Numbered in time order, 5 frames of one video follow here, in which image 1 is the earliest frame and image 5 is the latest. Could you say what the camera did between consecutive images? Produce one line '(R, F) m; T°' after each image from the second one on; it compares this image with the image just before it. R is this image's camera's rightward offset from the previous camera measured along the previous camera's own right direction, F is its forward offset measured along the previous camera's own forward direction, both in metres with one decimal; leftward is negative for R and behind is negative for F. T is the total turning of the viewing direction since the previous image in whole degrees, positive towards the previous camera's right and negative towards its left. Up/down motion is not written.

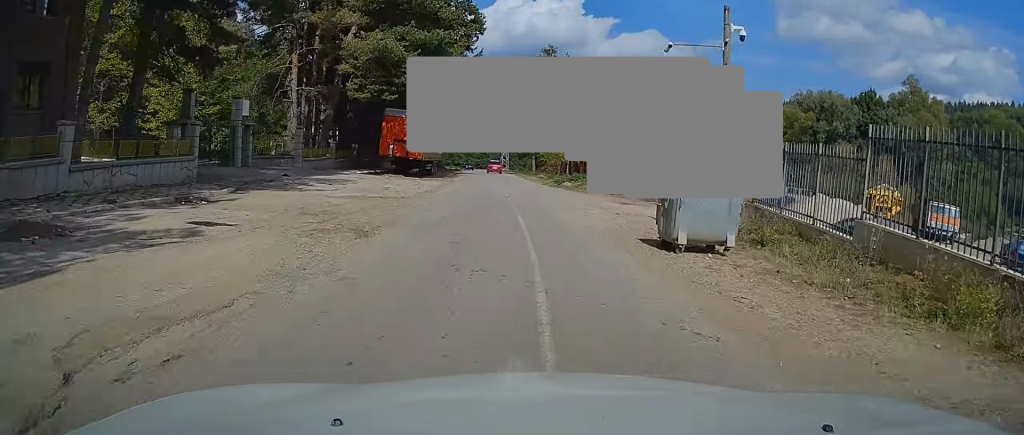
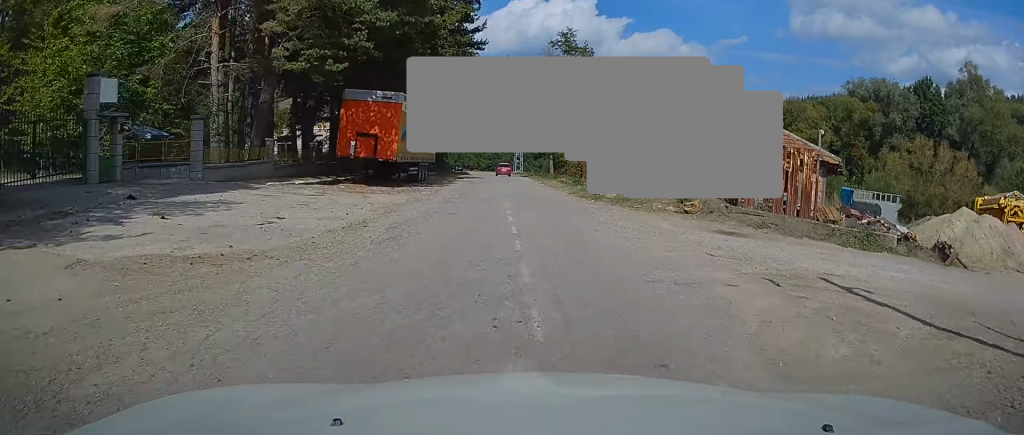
(-0.2, +11.9) m; -2°
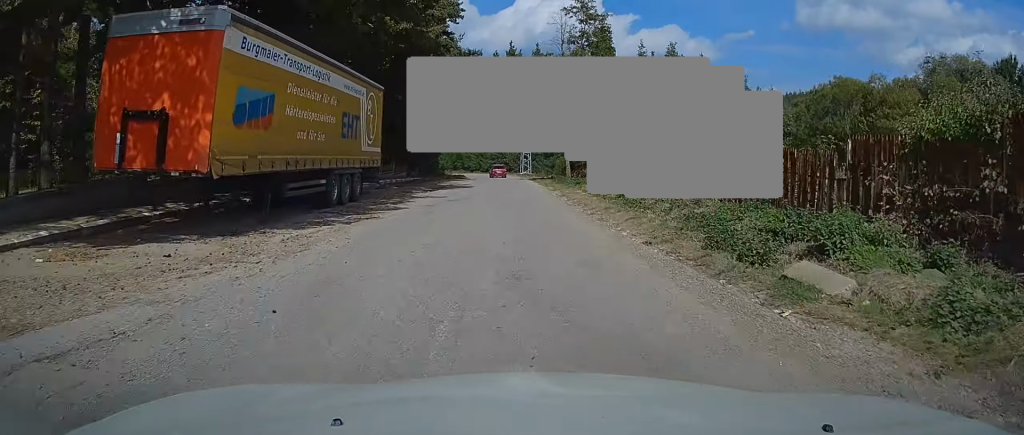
(-0.3, +16.6) m; -1°
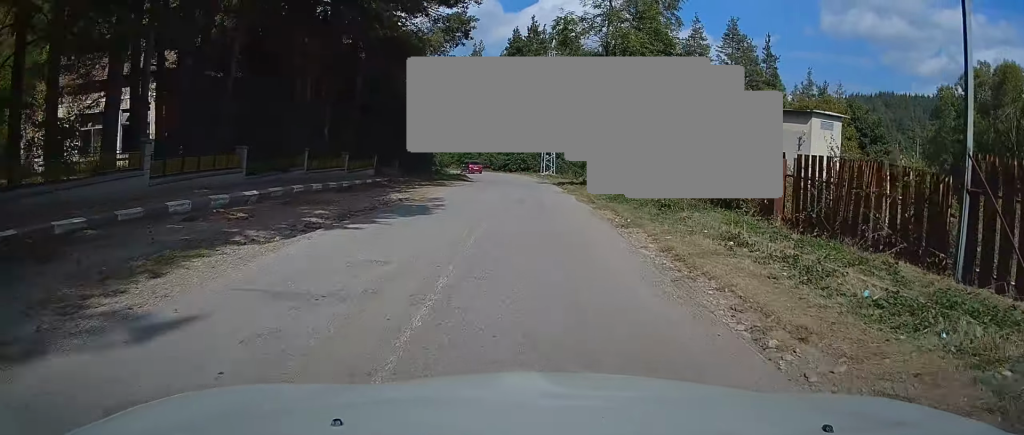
(-0.2, +20.2) m; -2°
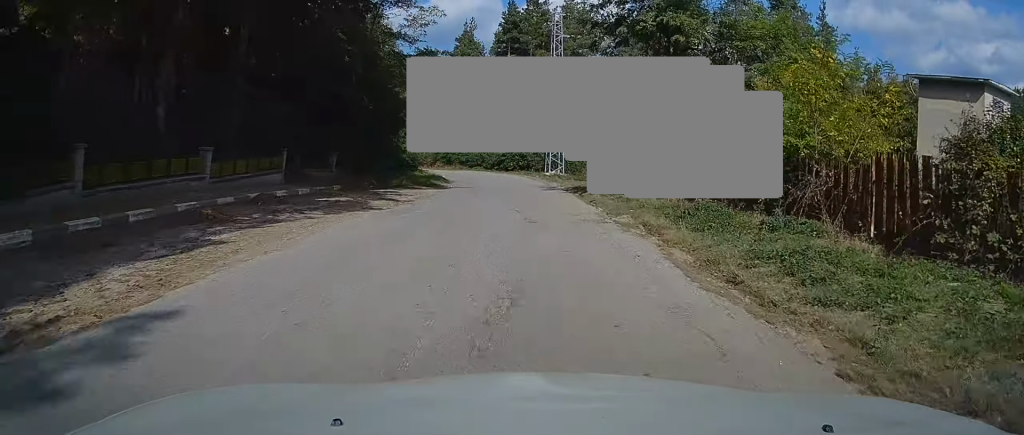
(-0.2, +16.3) m; 0°
